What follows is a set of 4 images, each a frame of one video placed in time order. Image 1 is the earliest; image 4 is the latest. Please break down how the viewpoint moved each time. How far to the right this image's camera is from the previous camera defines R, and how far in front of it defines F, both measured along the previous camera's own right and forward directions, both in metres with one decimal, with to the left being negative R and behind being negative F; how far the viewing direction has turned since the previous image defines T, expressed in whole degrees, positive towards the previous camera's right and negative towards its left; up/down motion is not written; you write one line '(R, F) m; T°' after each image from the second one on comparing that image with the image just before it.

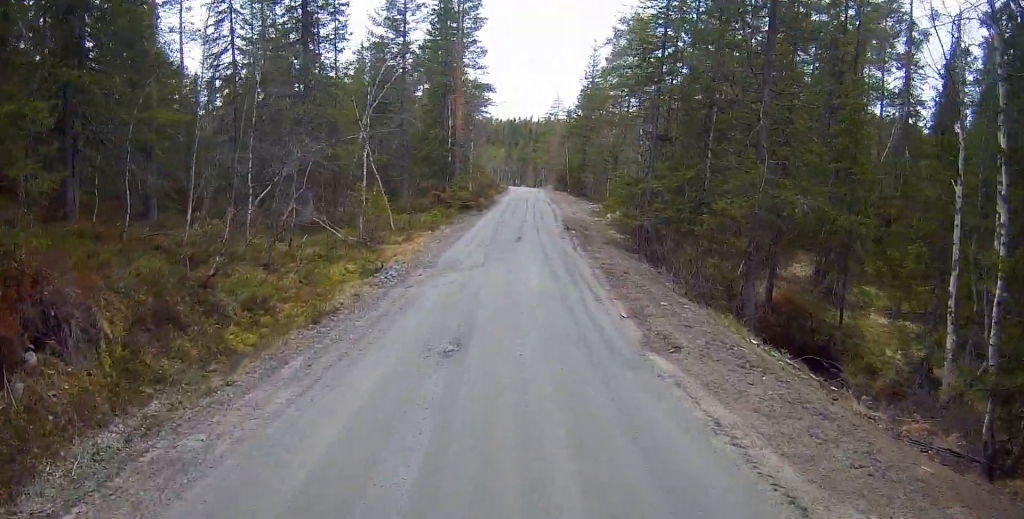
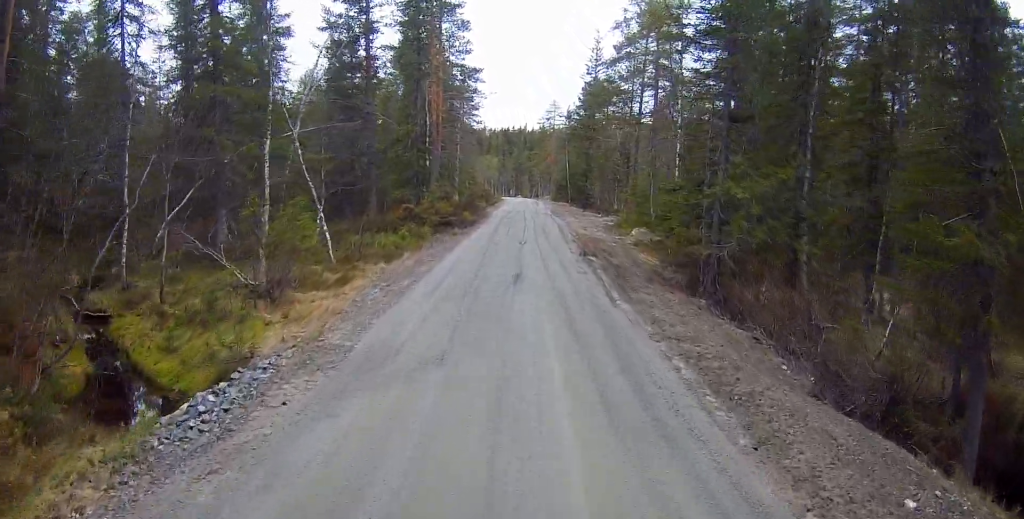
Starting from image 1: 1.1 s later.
(0.0, +8.6) m; 0°
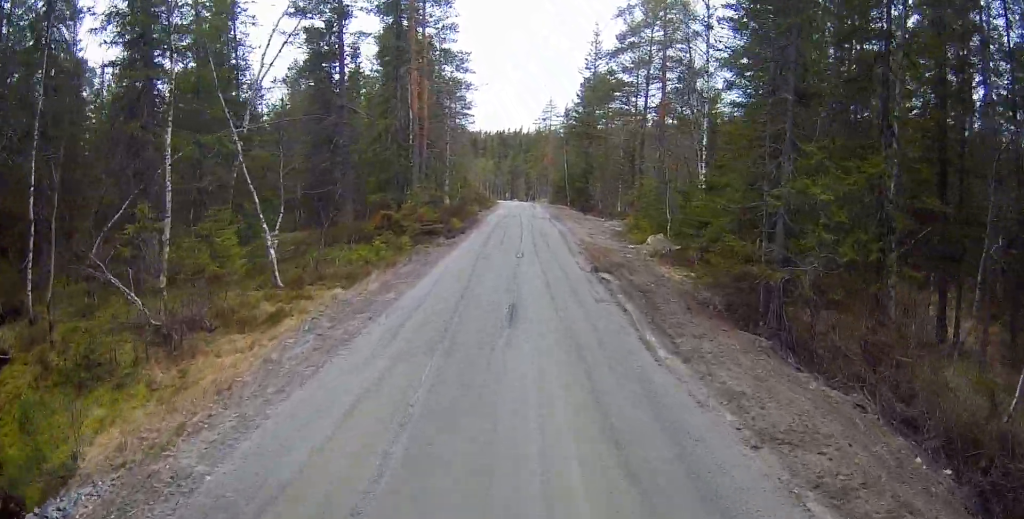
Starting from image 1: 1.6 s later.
(0.0, +4.0) m; 0°
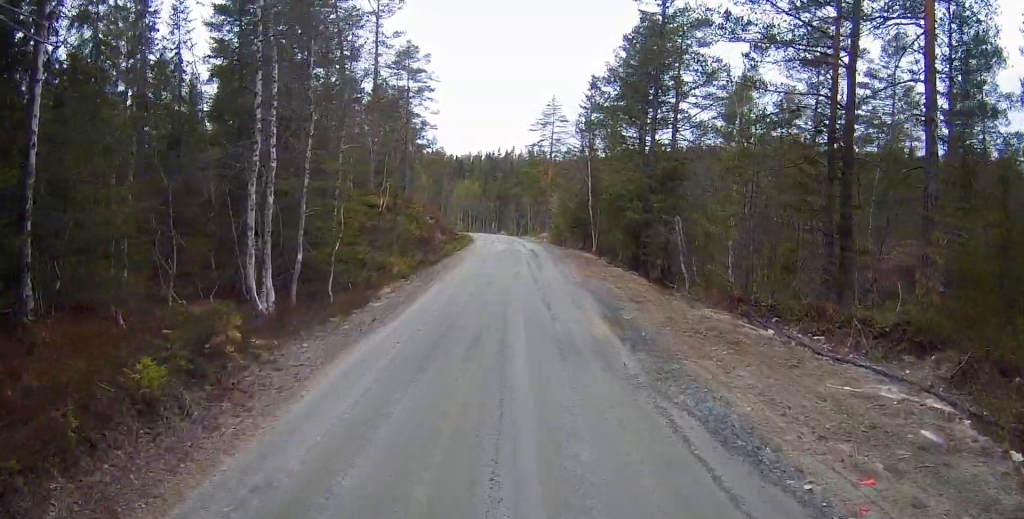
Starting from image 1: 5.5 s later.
(0.0, +30.5) m; +3°
